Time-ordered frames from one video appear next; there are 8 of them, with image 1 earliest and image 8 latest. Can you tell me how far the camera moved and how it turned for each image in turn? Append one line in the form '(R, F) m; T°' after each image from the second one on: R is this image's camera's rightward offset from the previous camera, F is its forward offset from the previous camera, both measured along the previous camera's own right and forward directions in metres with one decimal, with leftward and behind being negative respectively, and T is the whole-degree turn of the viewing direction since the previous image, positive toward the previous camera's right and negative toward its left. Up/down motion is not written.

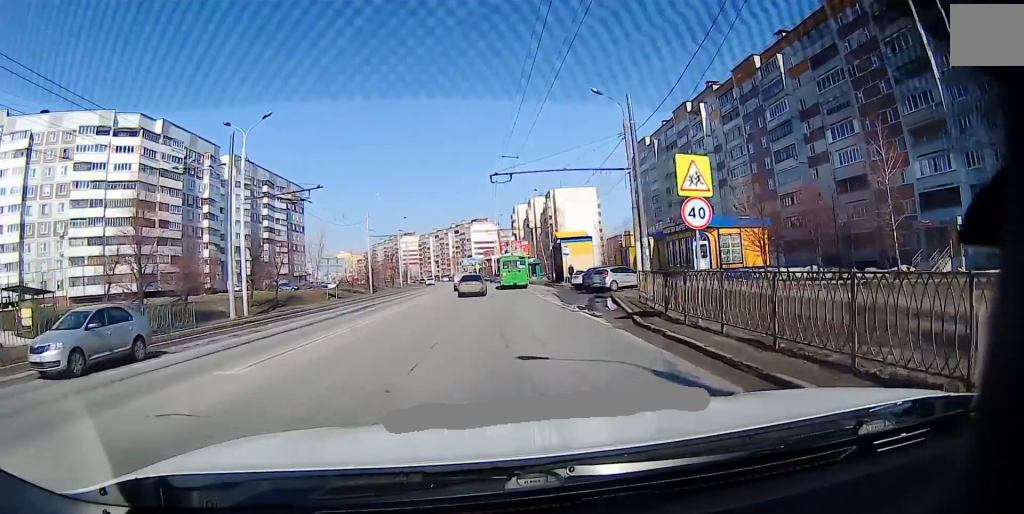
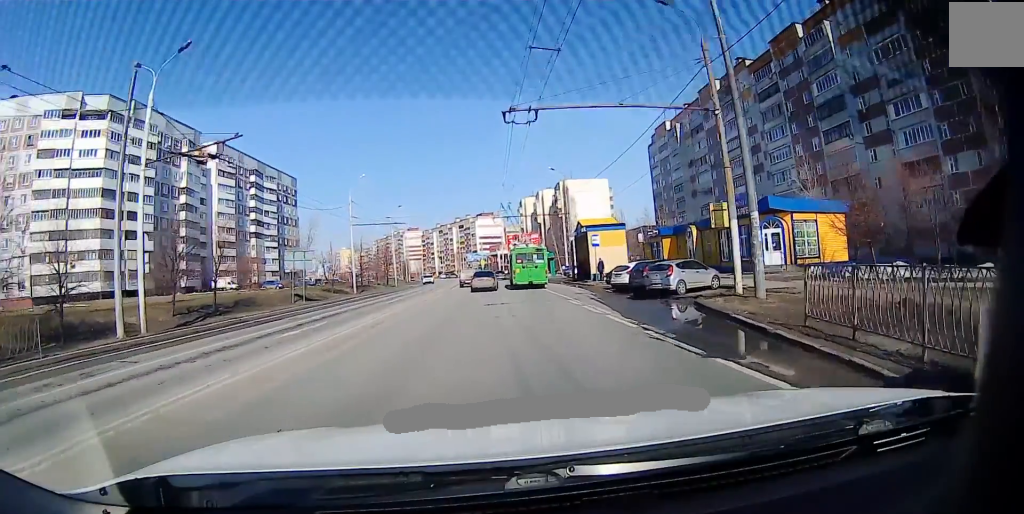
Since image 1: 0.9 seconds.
(+0.1, +7.0) m; 0°
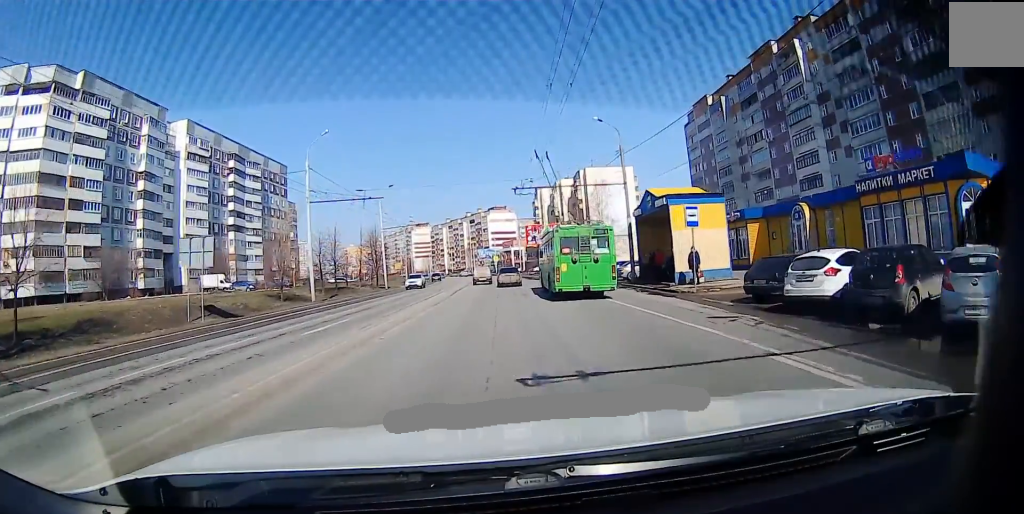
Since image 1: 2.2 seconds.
(0.0, +11.1) m; -1°
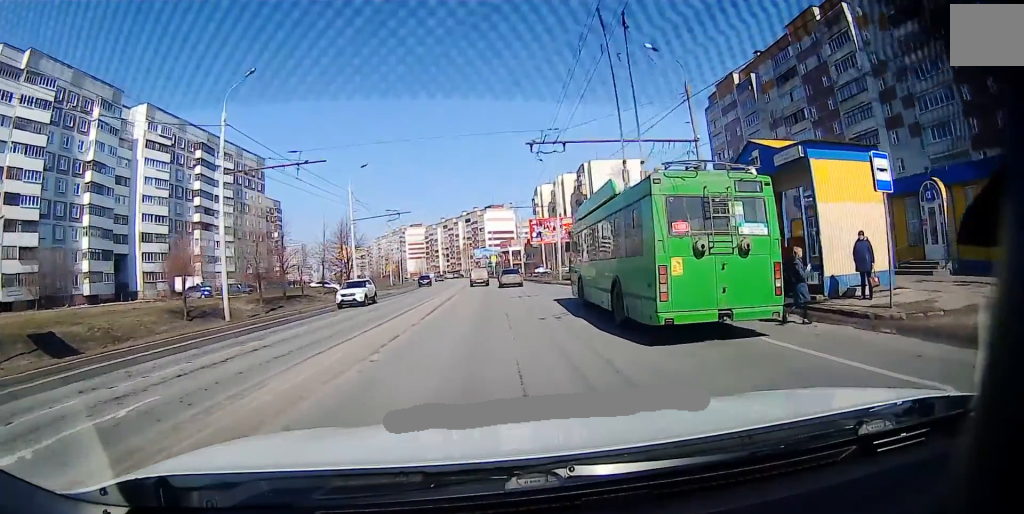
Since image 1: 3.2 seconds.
(-0.1, +9.0) m; +1°
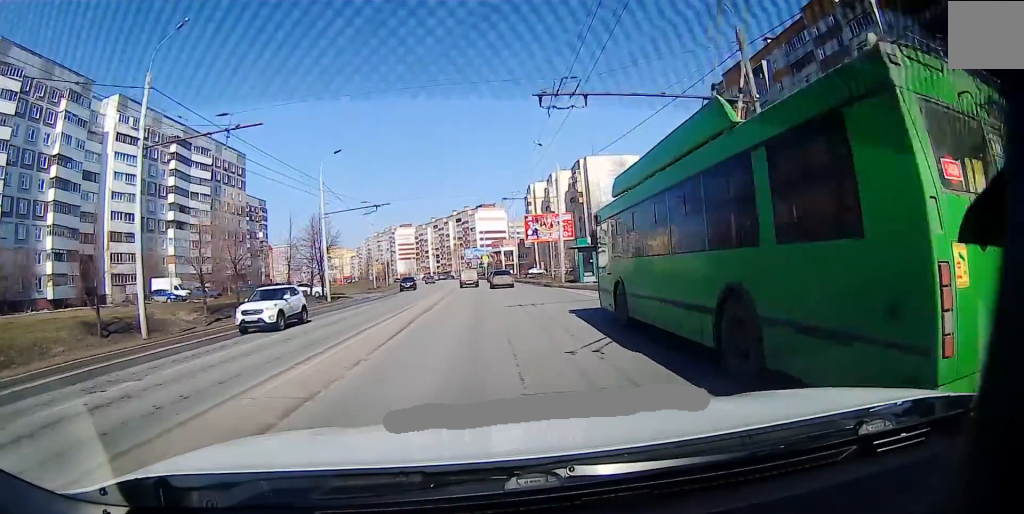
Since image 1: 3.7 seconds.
(0.0, +4.6) m; +1°
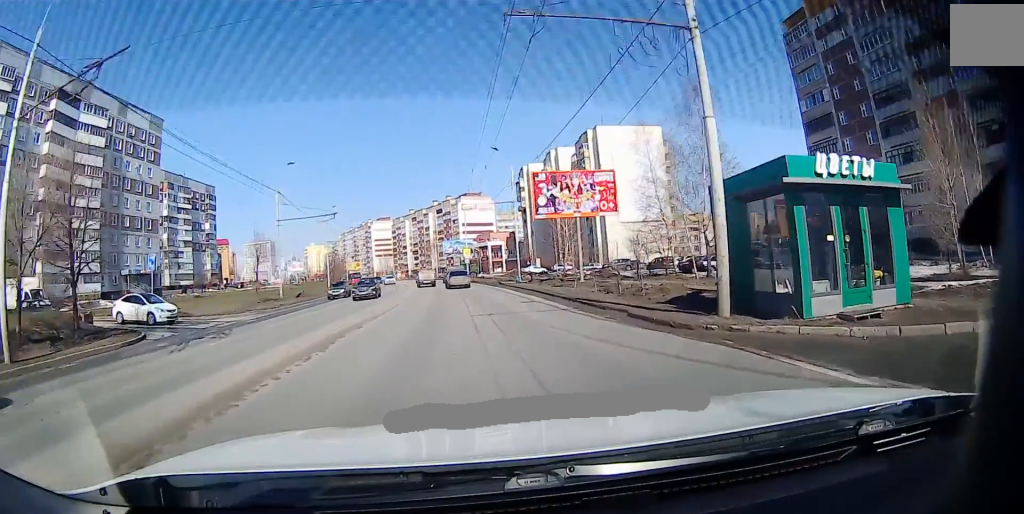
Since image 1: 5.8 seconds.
(+0.2, +16.5) m; -1°
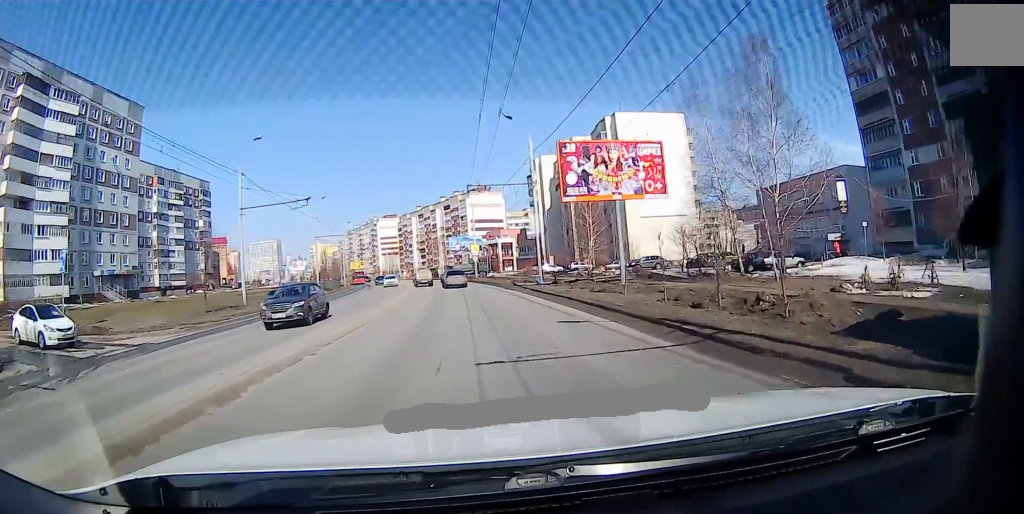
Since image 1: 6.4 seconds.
(0.0, +4.3) m; 0°
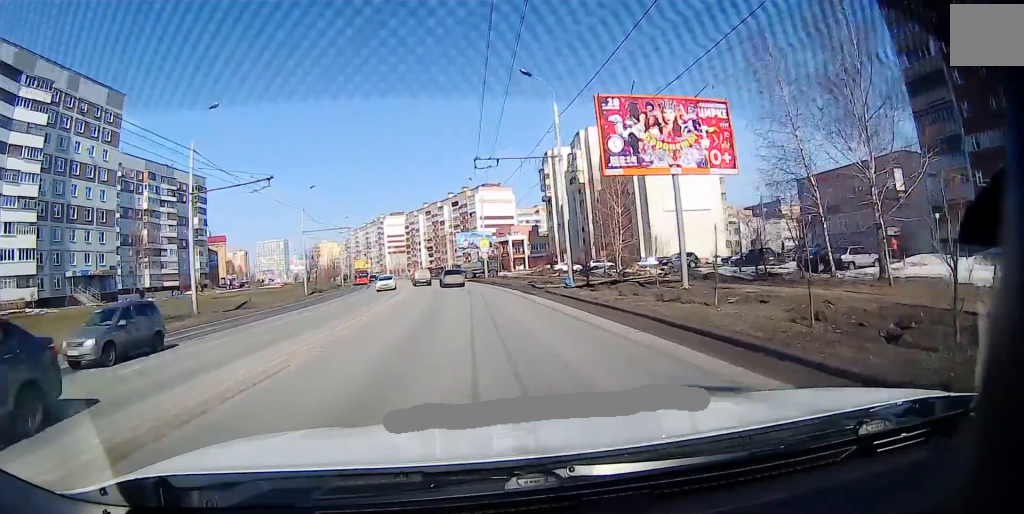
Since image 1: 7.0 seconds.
(0.0, +4.2) m; -1°
